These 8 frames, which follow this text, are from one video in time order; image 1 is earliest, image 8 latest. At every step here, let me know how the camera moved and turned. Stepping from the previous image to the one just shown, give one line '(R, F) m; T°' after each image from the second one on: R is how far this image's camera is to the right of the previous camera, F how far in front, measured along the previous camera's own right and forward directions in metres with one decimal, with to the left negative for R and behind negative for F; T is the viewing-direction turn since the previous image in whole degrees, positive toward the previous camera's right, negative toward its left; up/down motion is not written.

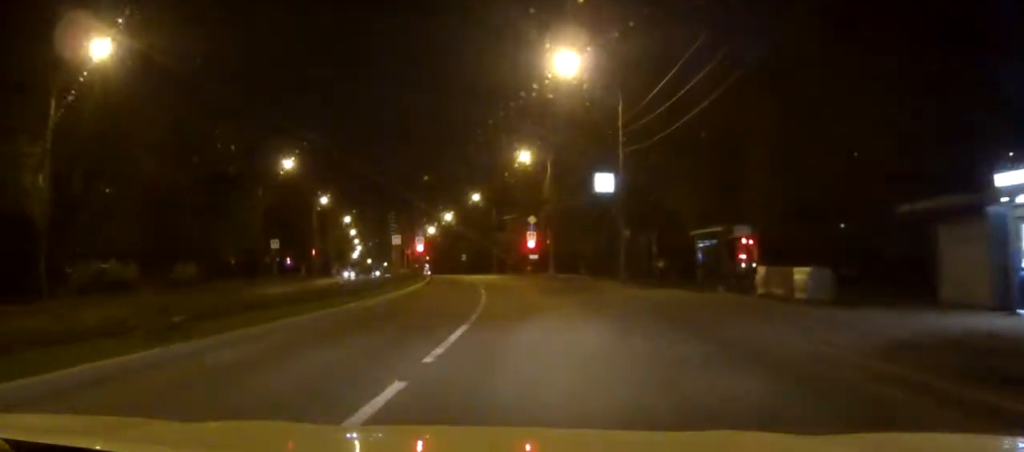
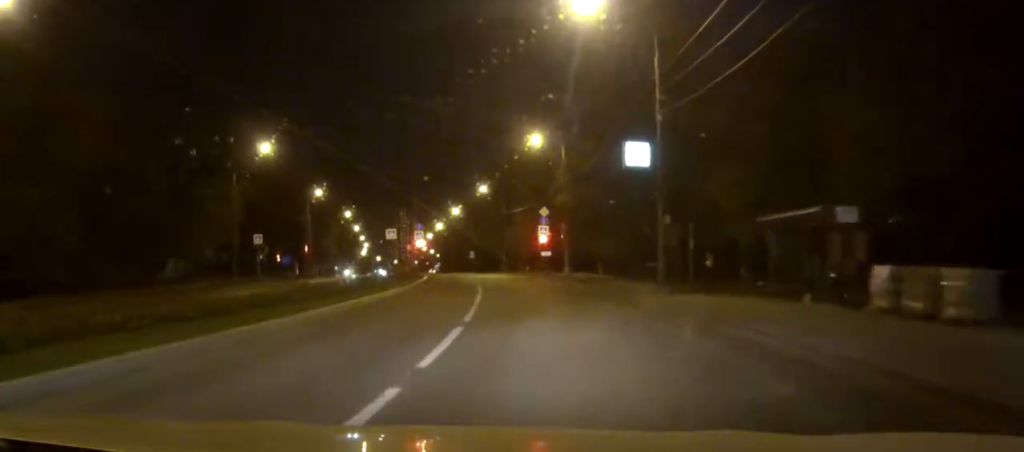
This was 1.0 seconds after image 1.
(+0.1, +8.3) m; 0°
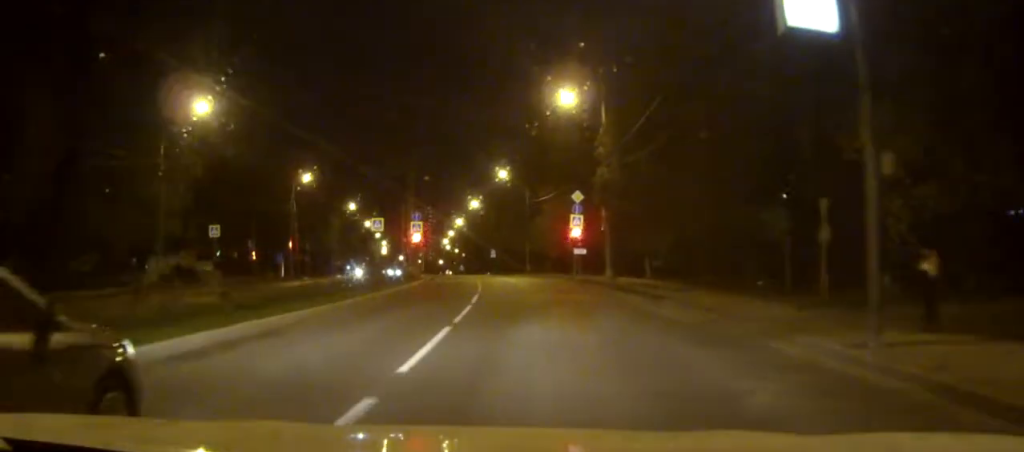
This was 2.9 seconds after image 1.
(-0.4, +16.4) m; -1°
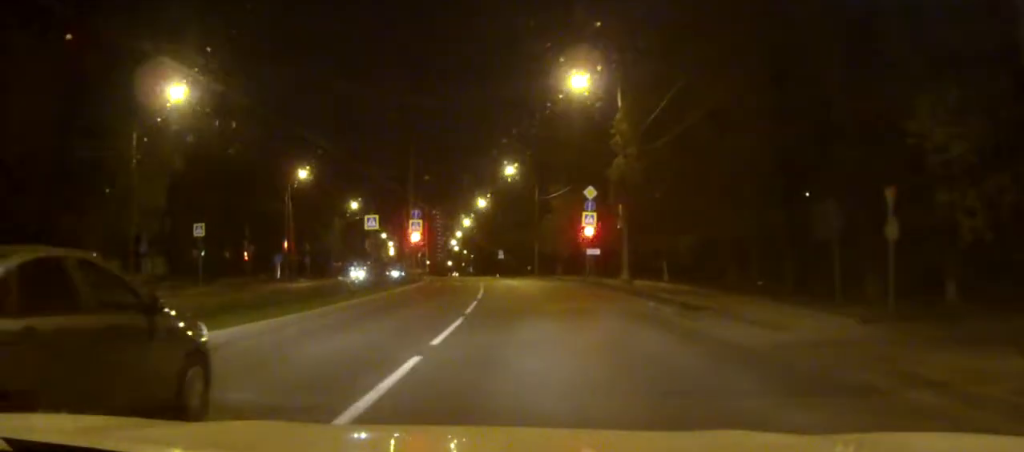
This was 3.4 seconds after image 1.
(+0.1, +4.4) m; 0°
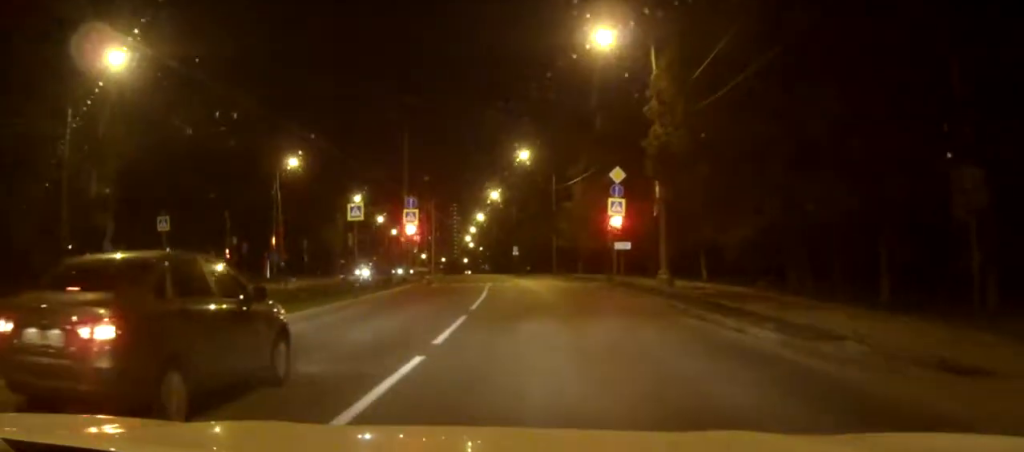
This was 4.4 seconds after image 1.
(0.0, +8.1) m; -1°
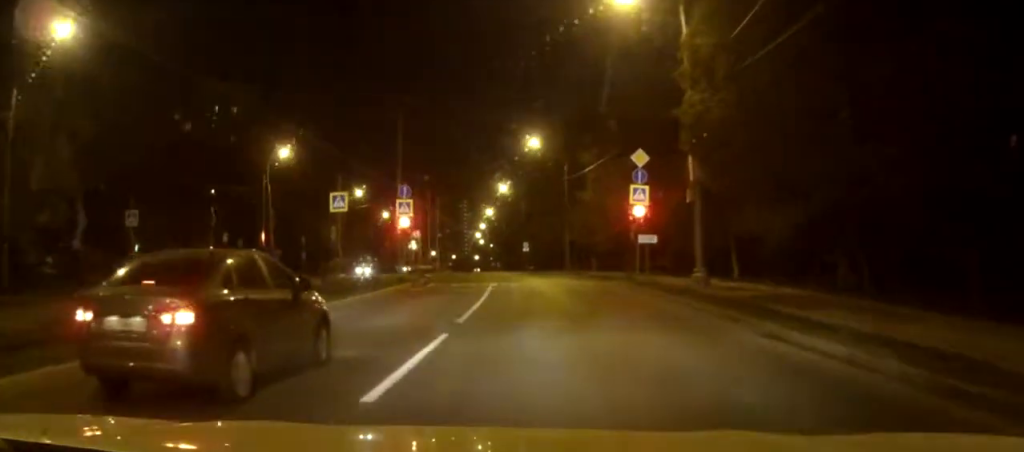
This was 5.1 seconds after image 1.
(-0.1, +5.6) m; -2°
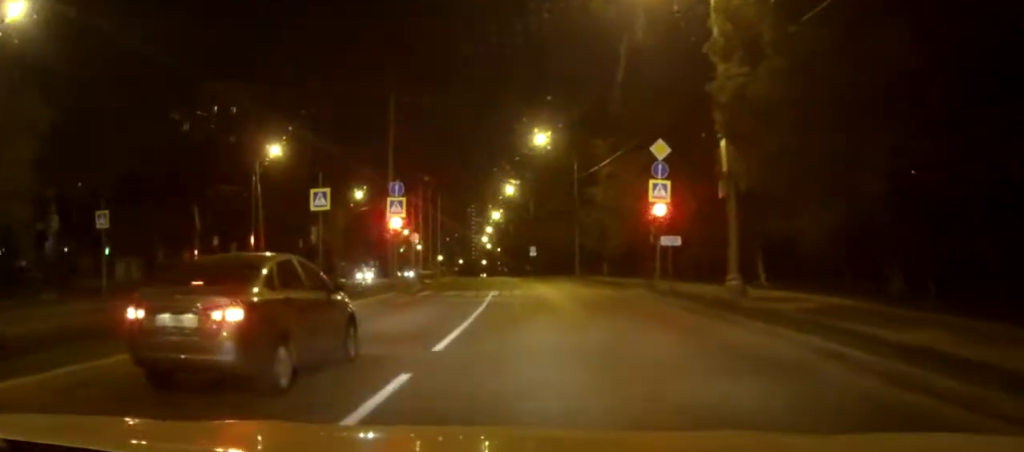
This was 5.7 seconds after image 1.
(0.0, +4.3) m; -2°
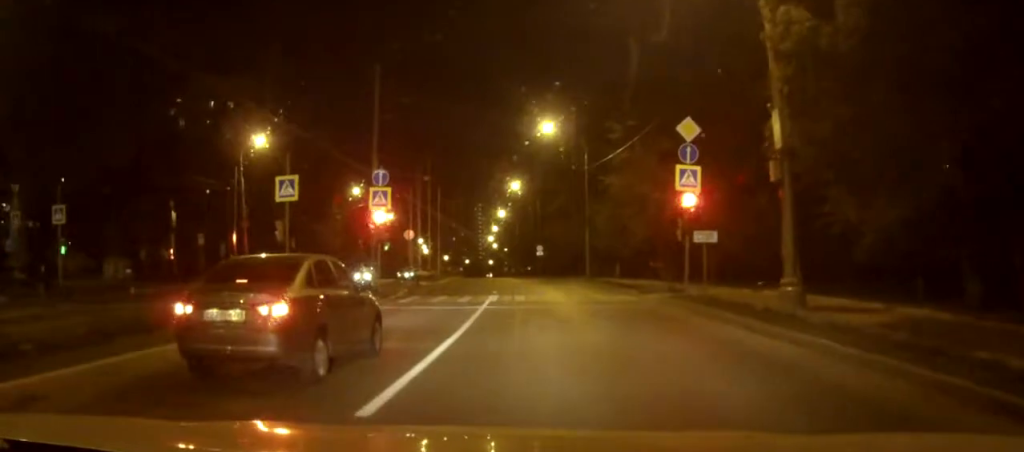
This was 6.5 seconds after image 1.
(-0.2, +5.1) m; -2°
